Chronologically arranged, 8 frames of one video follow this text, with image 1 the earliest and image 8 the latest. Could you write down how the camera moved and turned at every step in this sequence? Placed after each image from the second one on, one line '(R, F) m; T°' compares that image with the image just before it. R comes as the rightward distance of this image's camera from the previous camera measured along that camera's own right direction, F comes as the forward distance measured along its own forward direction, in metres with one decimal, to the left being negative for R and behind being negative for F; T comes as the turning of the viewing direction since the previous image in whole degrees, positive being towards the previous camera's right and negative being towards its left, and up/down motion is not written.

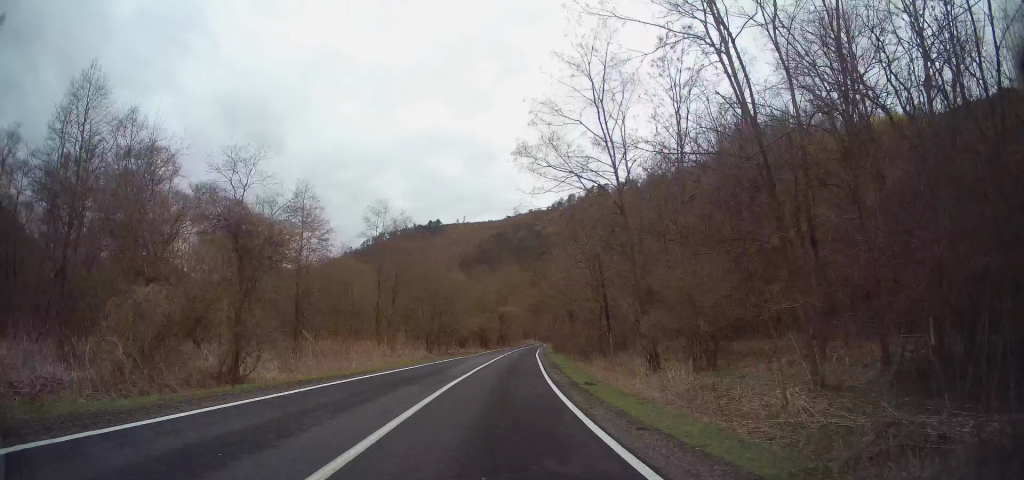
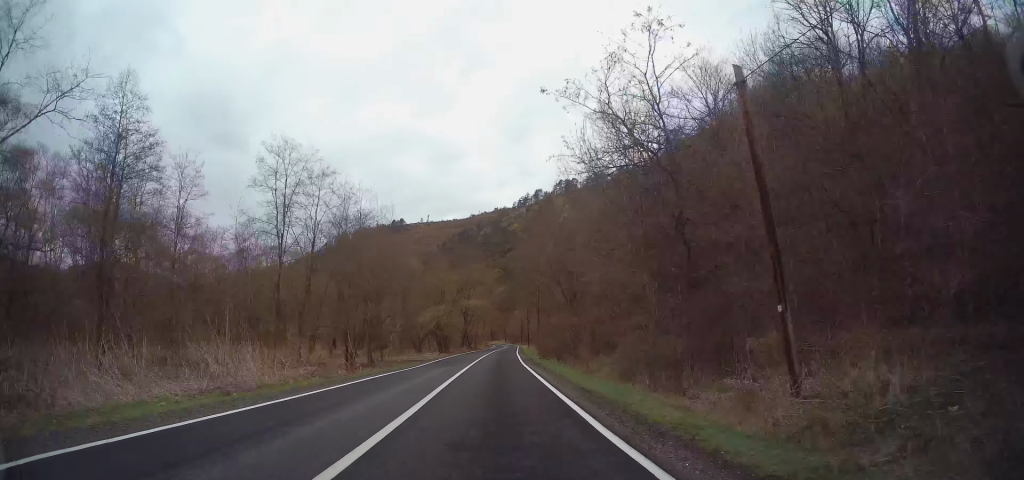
(+1.1, +20.7) m; +4°
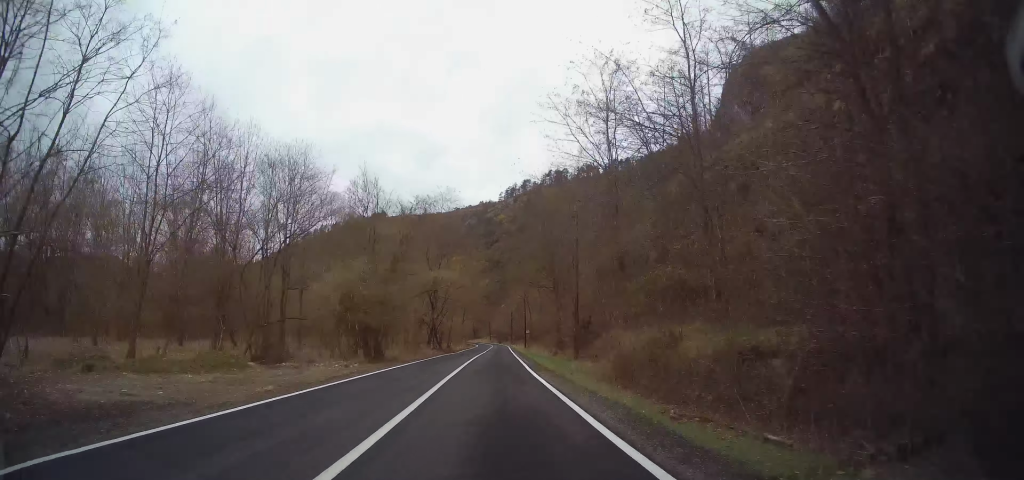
(+1.1, +32.3) m; +3°
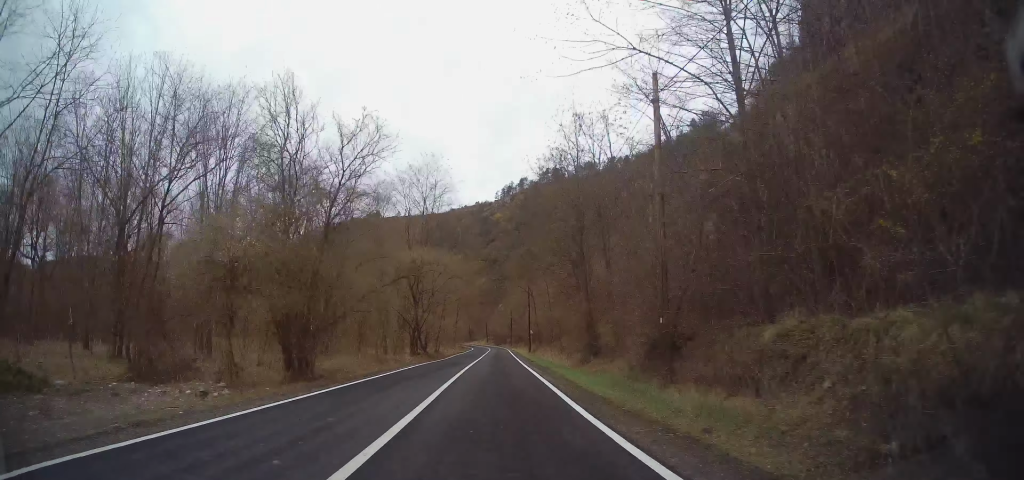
(0.0, +12.9) m; 0°
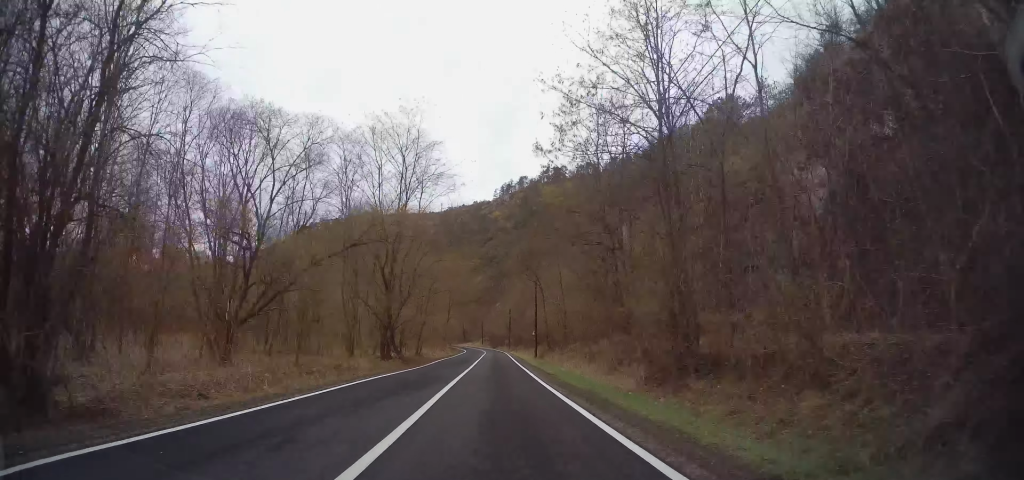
(0.0, +12.9) m; 0°
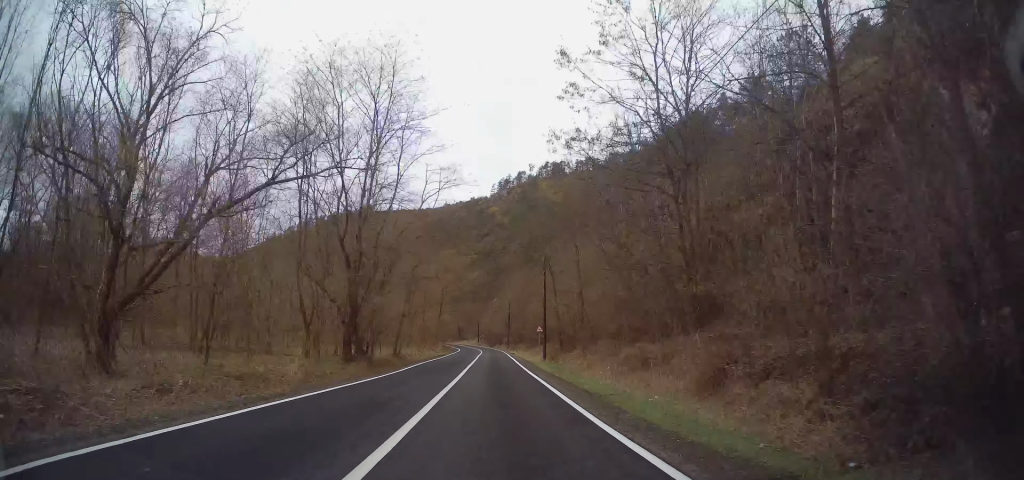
(0.0, +9.9) m; +1°
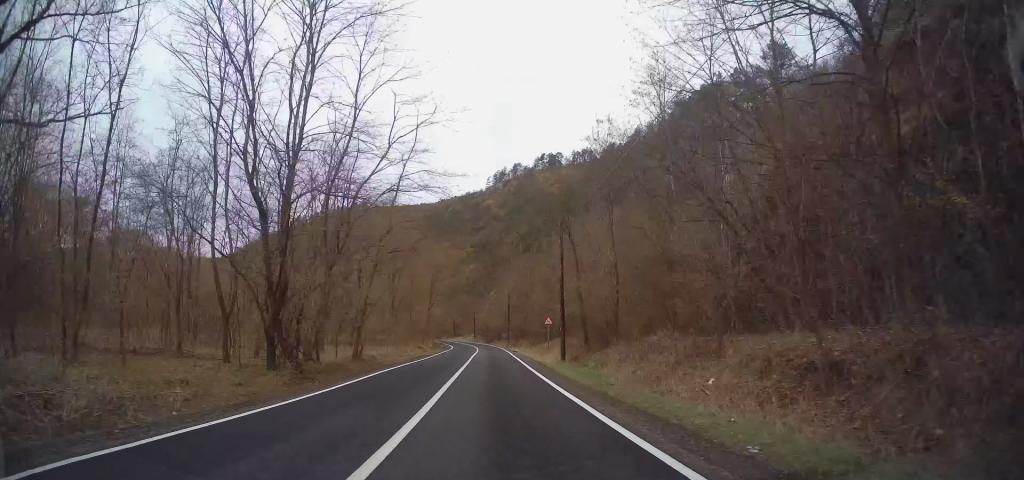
(0.0, +10.6) m; +1°
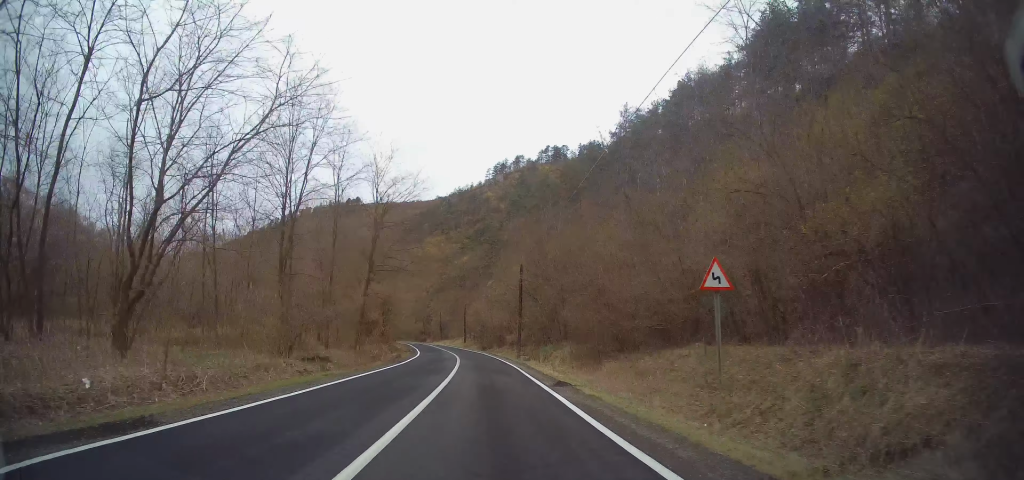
(+0.6, +34.7) m; +1°
